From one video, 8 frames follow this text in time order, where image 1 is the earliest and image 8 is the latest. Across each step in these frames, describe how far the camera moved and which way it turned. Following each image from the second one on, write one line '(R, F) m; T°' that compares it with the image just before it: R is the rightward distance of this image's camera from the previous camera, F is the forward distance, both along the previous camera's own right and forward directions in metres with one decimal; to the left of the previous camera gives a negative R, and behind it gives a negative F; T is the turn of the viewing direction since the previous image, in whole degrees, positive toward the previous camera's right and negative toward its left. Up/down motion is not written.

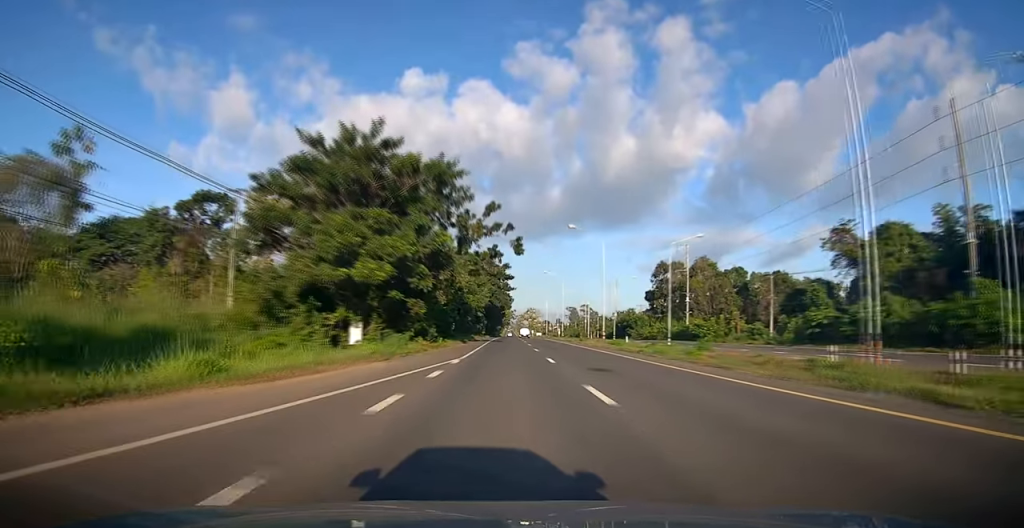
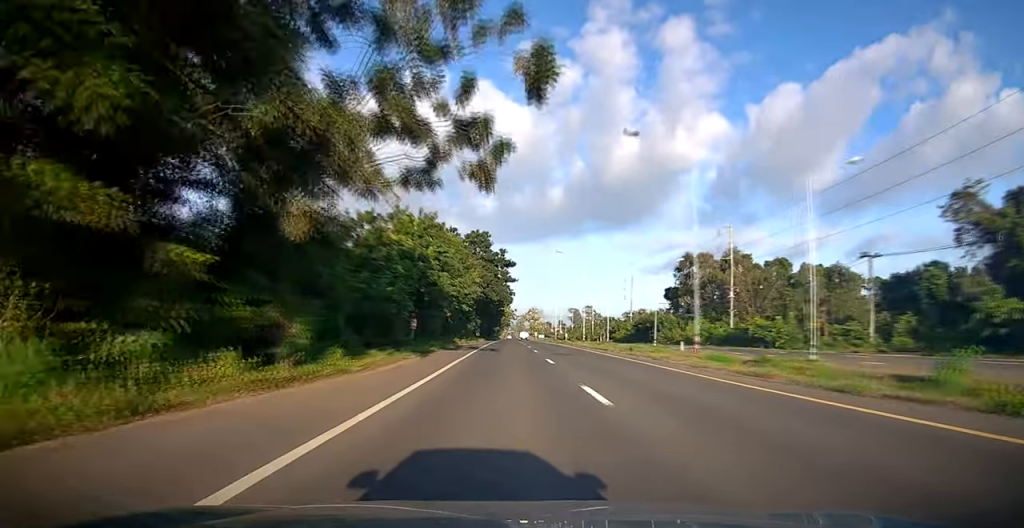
(0.0, +23.1) m; 0°
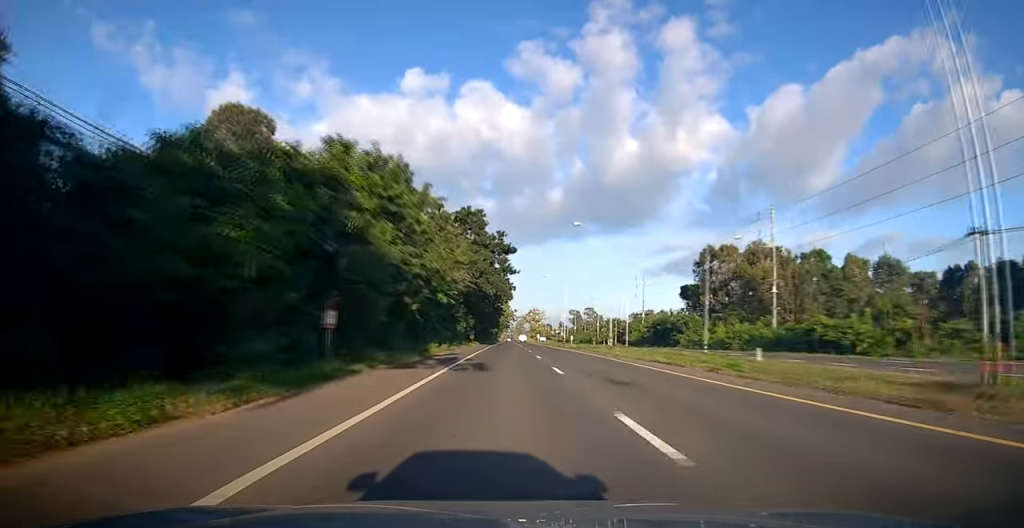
(0.0, +15.7) m; 0°
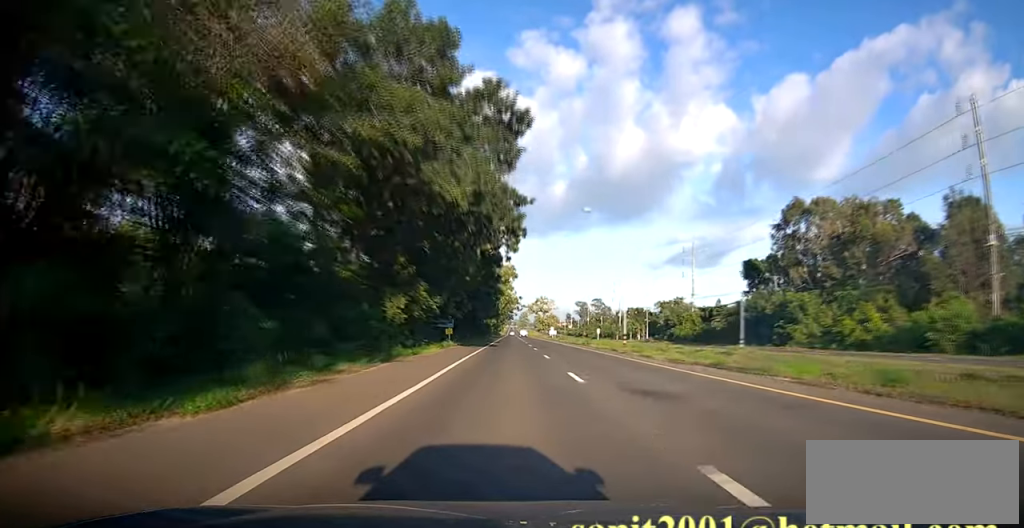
(0.0, +39.1) m; 0°
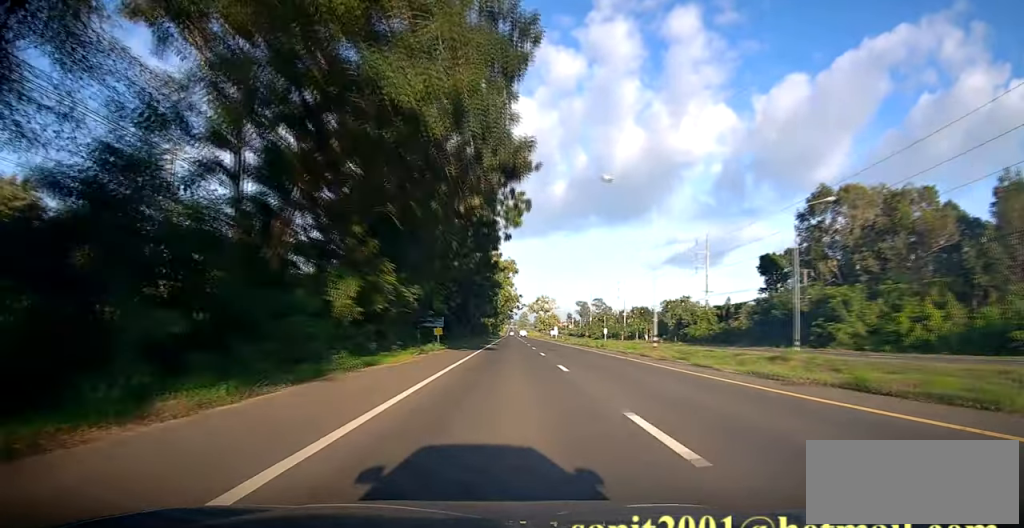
(-0.1, +8.2) m; 0°
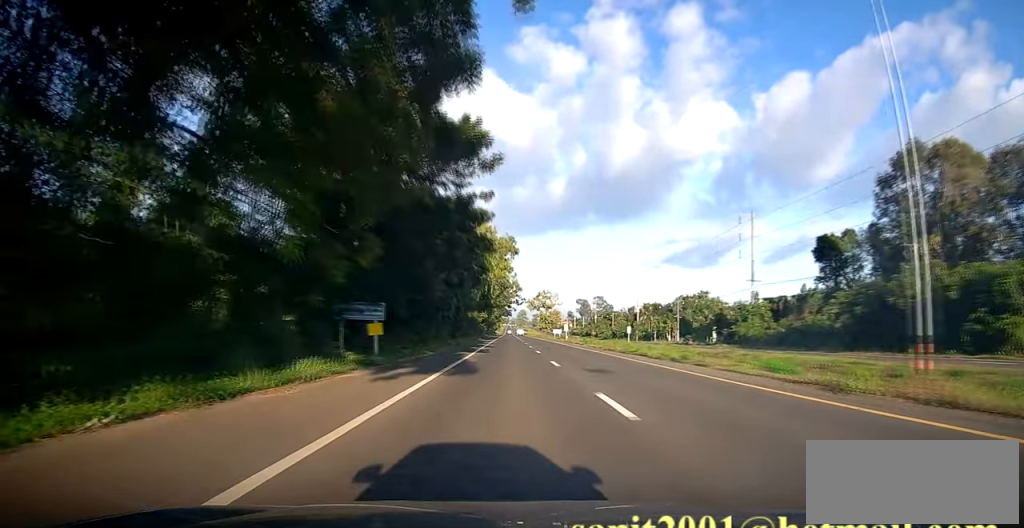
(+0.2, +21.0) m; 0°
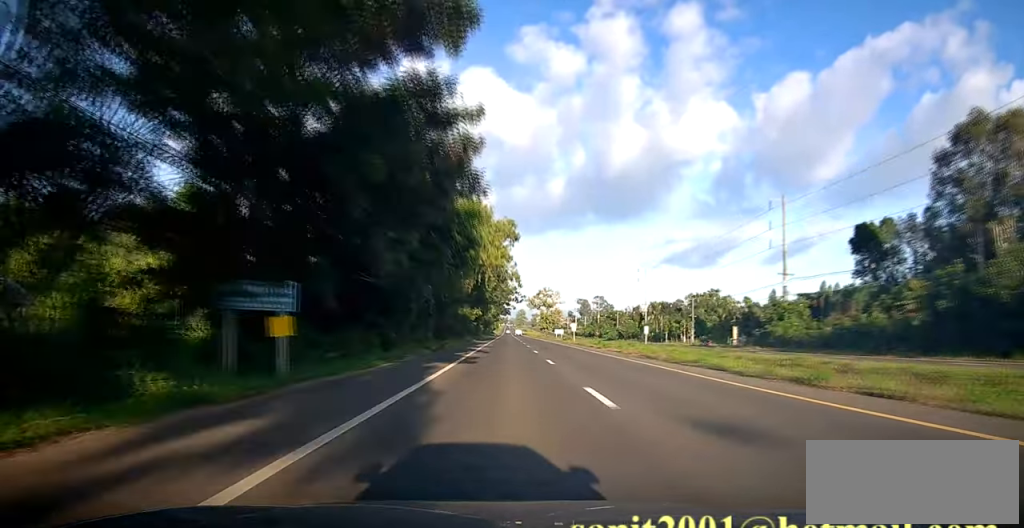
(0.0, +10.5) m; 0°
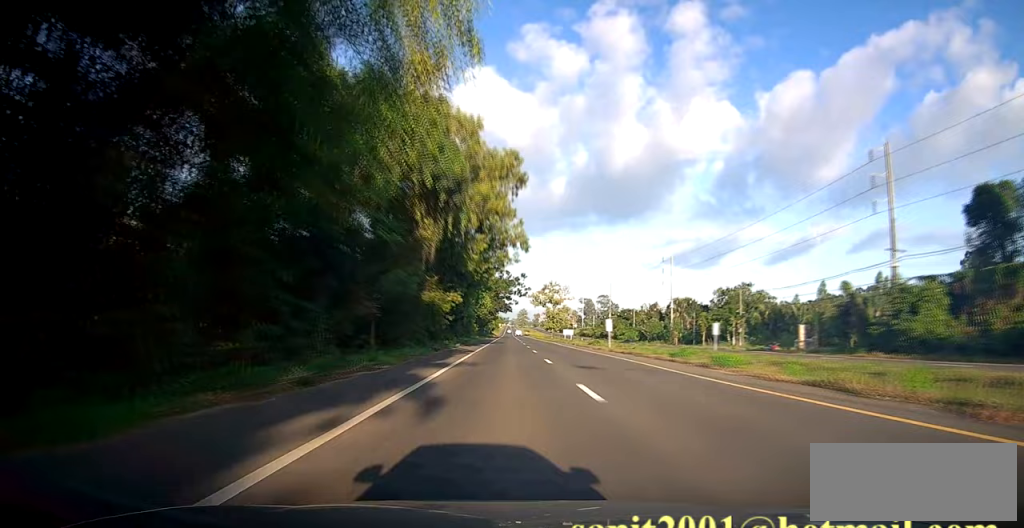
(-0.1, +22.4) m; 0°
